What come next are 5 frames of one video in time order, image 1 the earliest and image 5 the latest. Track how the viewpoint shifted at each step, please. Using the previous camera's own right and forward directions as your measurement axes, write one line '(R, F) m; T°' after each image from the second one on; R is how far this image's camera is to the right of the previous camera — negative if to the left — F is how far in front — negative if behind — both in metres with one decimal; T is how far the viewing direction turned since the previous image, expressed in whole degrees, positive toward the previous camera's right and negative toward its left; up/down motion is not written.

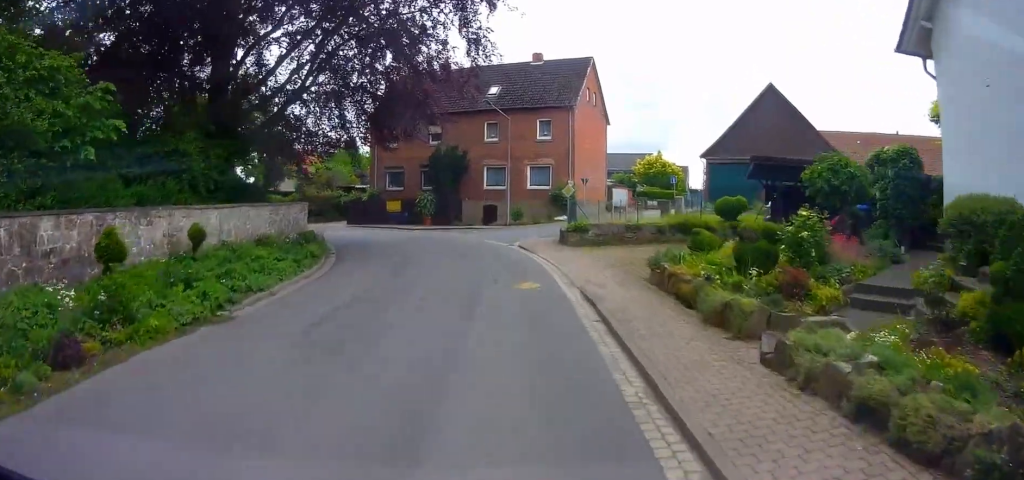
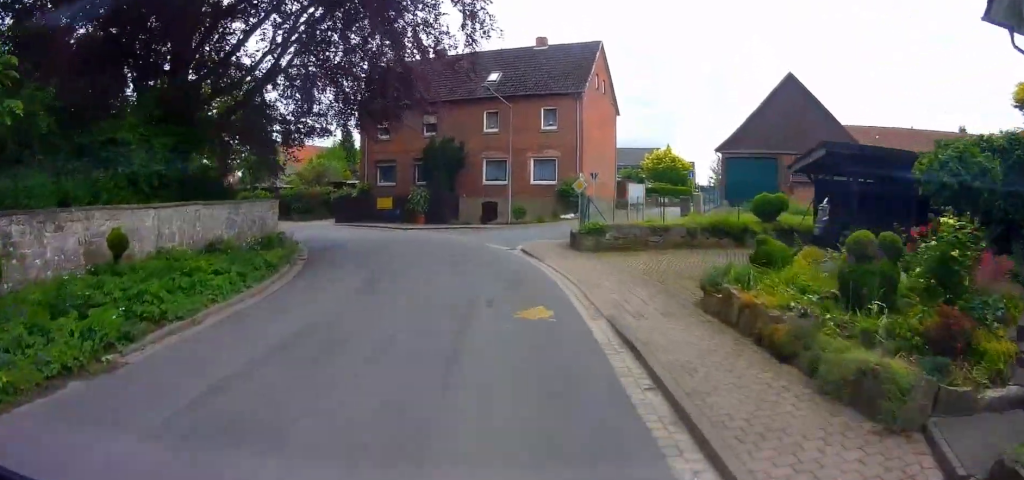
(+0.1, +3.7) m; -1°
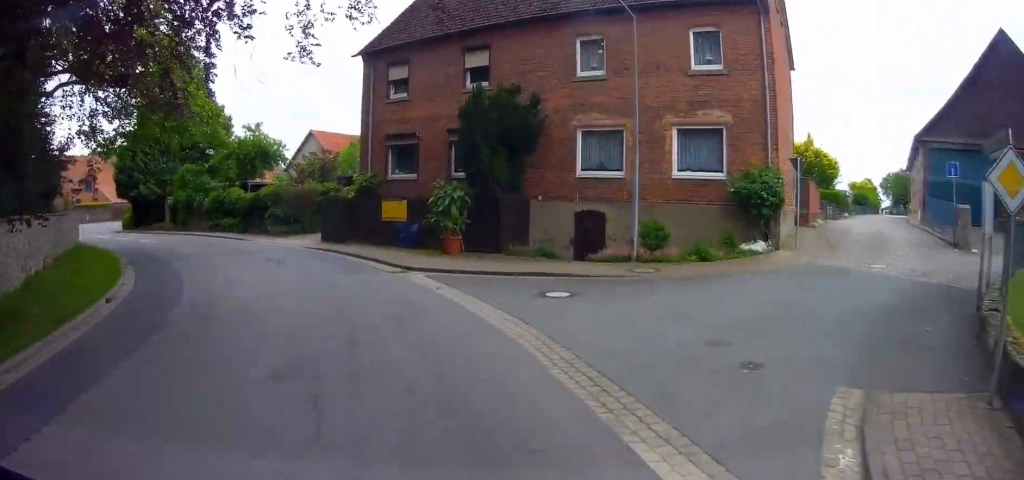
(-0.7, +19.2) m; 0°
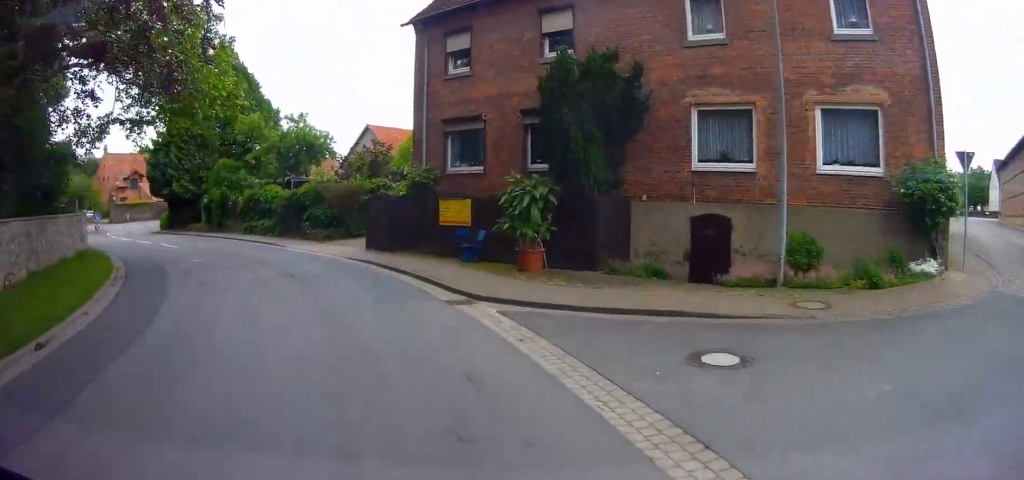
(+0.3, +5.0) m; -1°
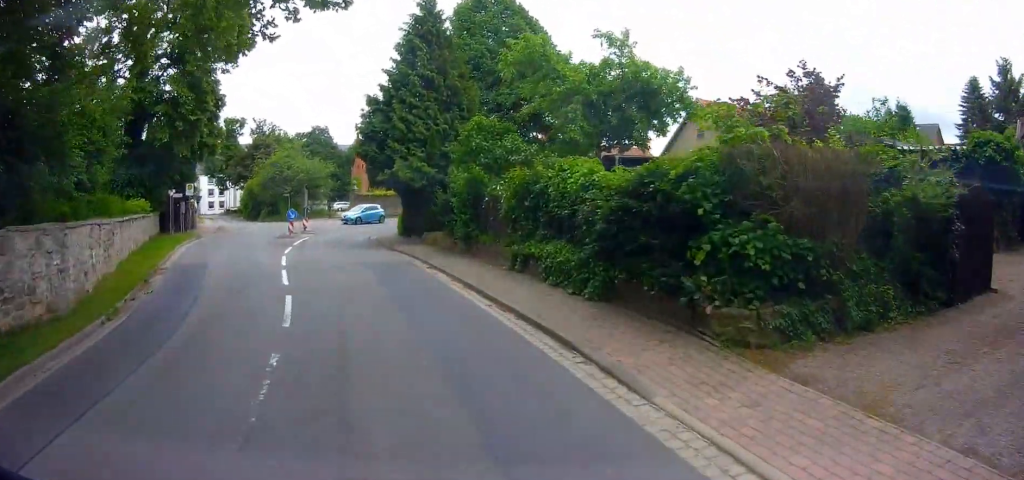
(-3.6, +18.2) m; -21°
